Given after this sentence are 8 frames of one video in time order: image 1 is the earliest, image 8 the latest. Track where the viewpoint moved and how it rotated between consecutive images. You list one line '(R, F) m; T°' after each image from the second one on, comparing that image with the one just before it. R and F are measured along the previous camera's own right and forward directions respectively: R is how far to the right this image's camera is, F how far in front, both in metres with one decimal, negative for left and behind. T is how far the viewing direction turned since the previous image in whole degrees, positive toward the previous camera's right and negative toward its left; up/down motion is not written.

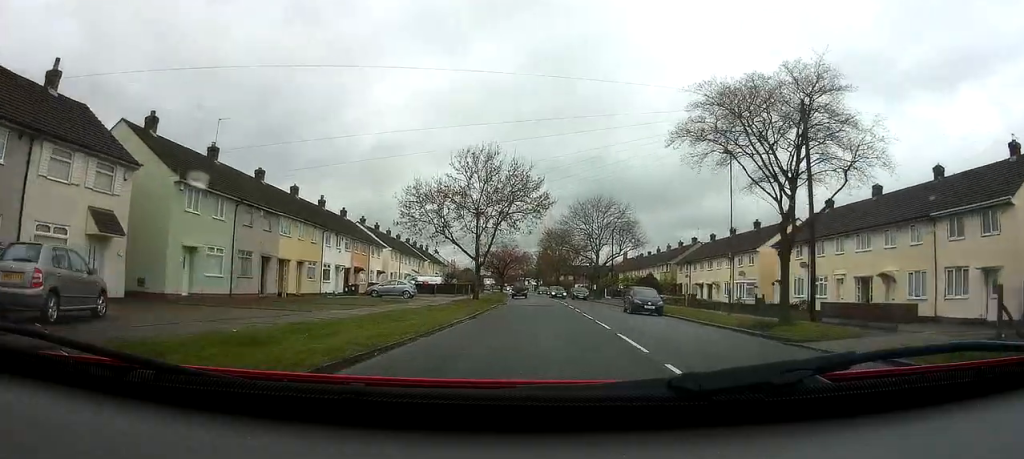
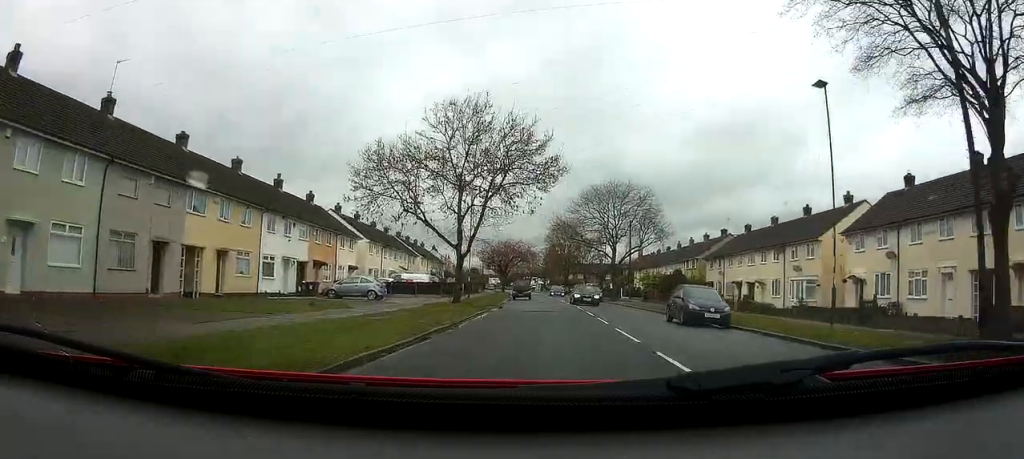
(0.0, +10.5) m; 0°
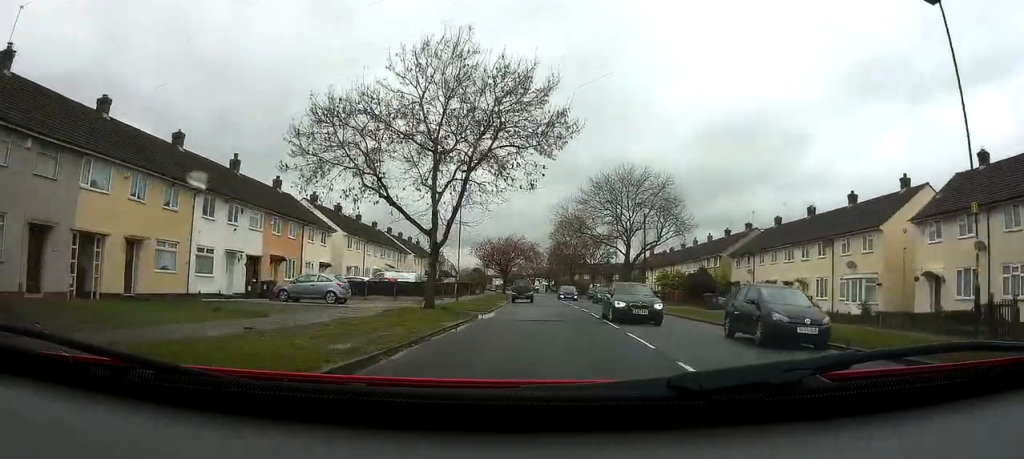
(0.0, +7.2) m; 0°
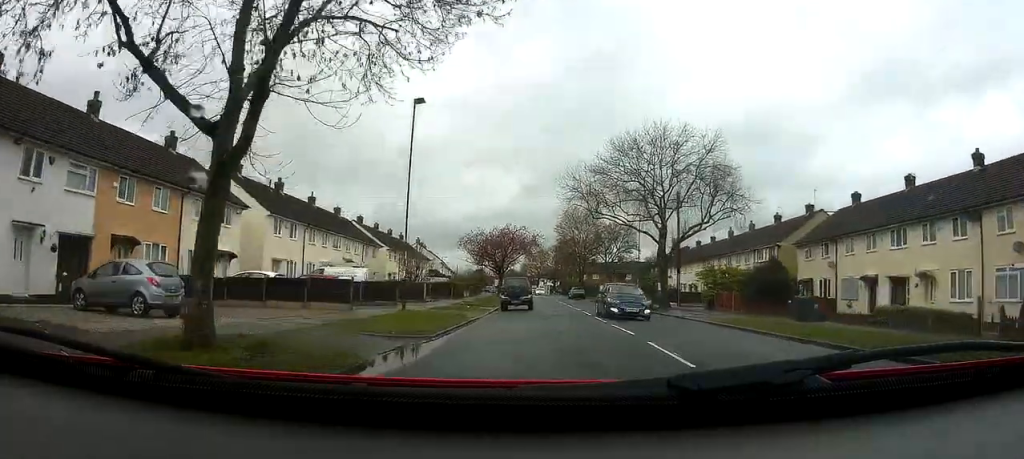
(+0.1, +14.2) m; 0°
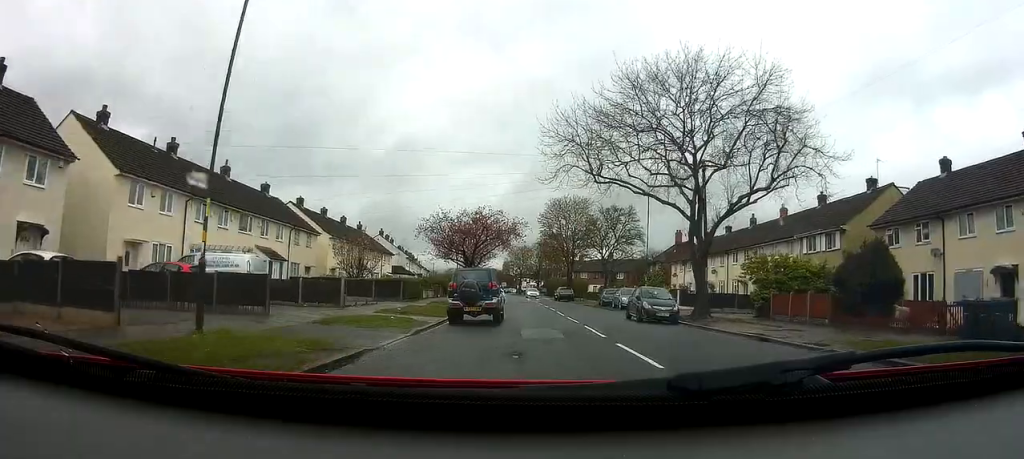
(-0.3, +12.4) m; -3°
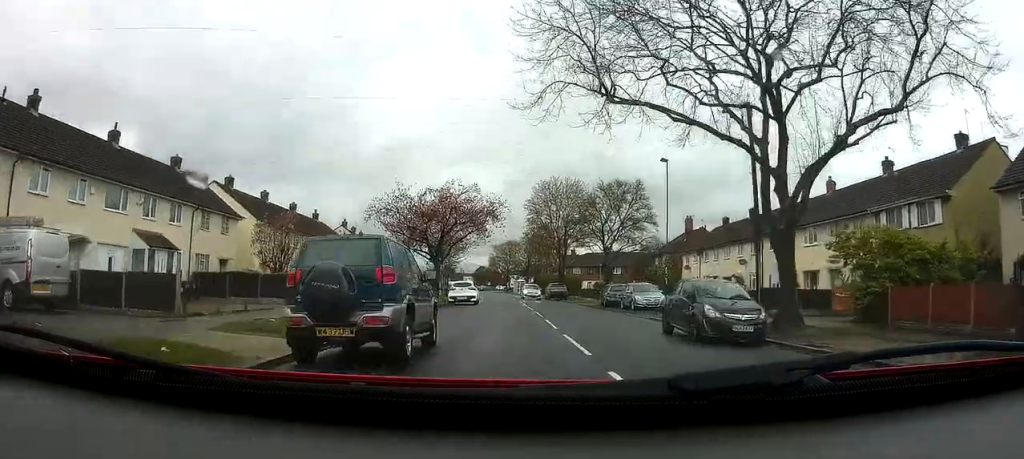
(-0.1, +10.7) m; +1°
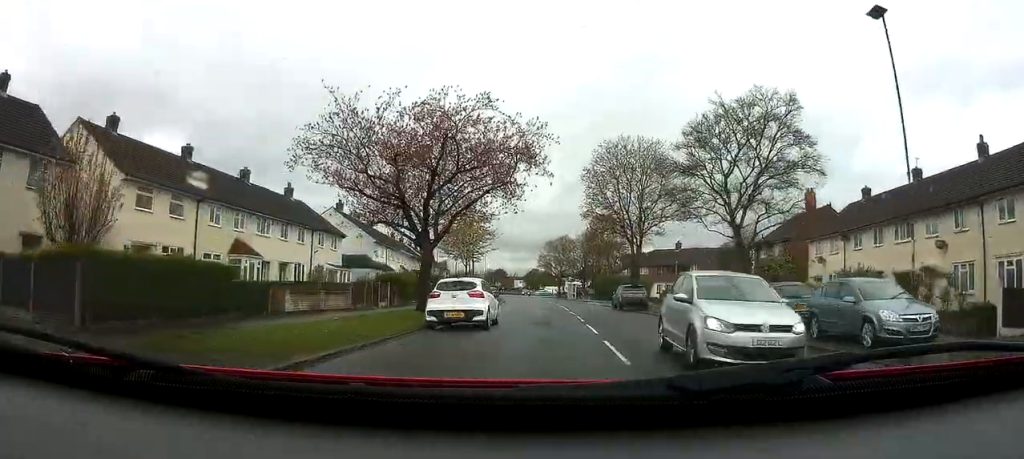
(+0.4, +18.3) m; -2°
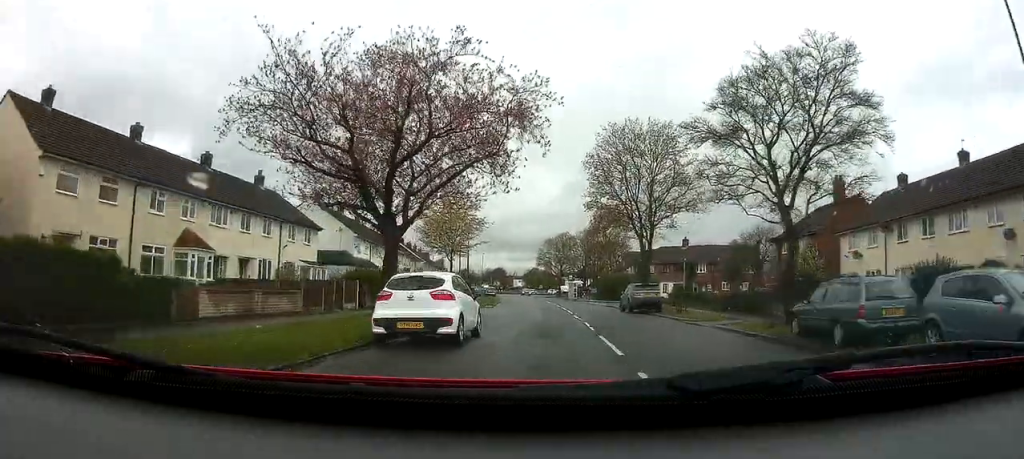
(-0.1, +4.8) m; -2°
